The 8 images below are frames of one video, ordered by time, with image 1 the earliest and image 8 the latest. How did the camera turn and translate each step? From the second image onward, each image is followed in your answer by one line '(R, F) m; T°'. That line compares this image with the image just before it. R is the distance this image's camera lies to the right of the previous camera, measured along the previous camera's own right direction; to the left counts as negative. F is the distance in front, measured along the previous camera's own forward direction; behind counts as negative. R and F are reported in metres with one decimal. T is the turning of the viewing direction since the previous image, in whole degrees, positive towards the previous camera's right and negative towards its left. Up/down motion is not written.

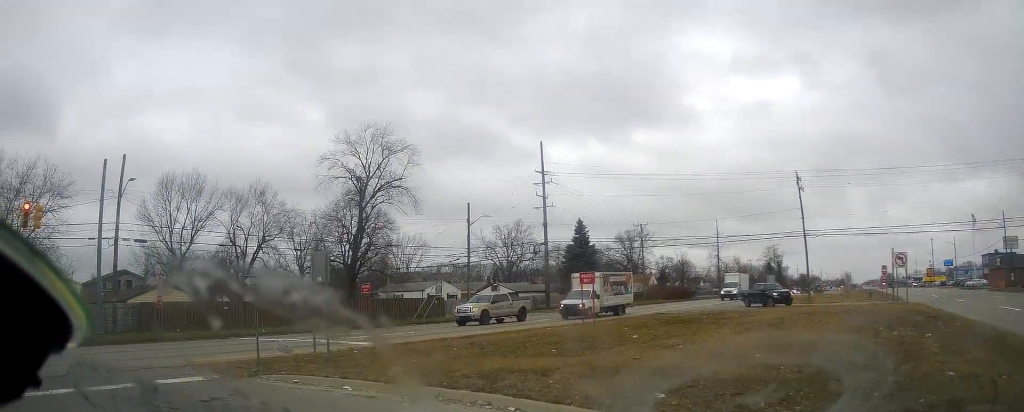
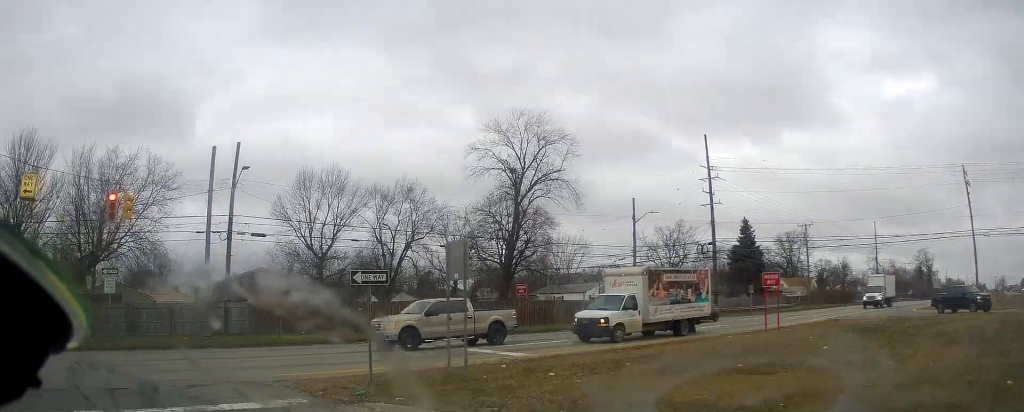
(-0.1, +4.6) m; -12°
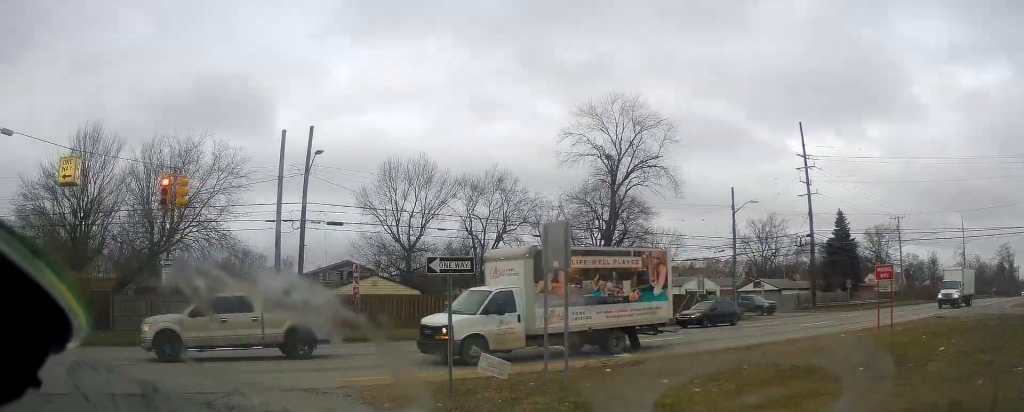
(-0.5, +2.5) m; -12°
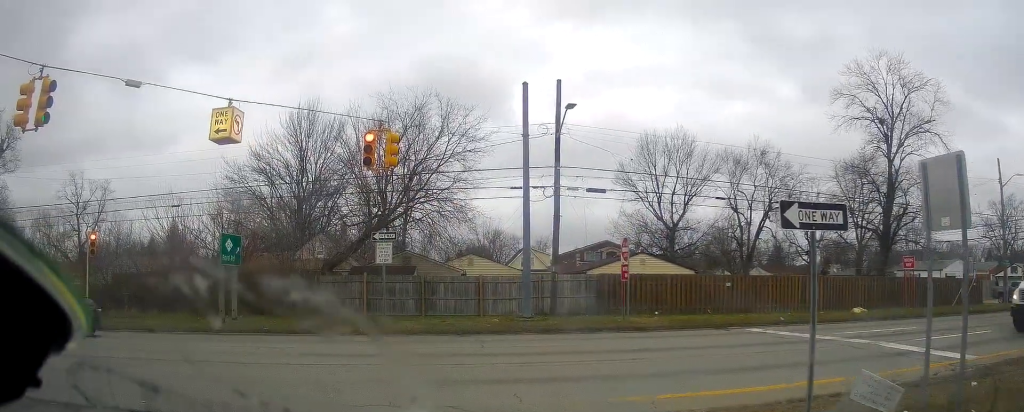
(-2.6, +6.6) m; -49°
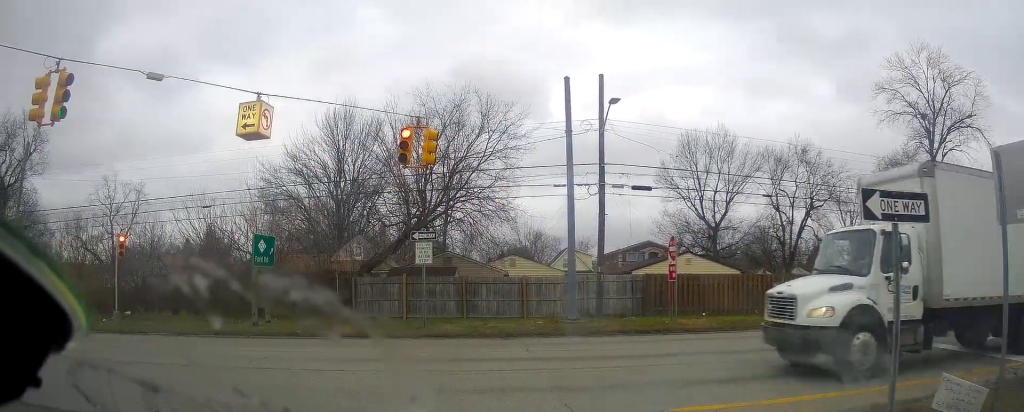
(-0.3, +1.1) m; -17°
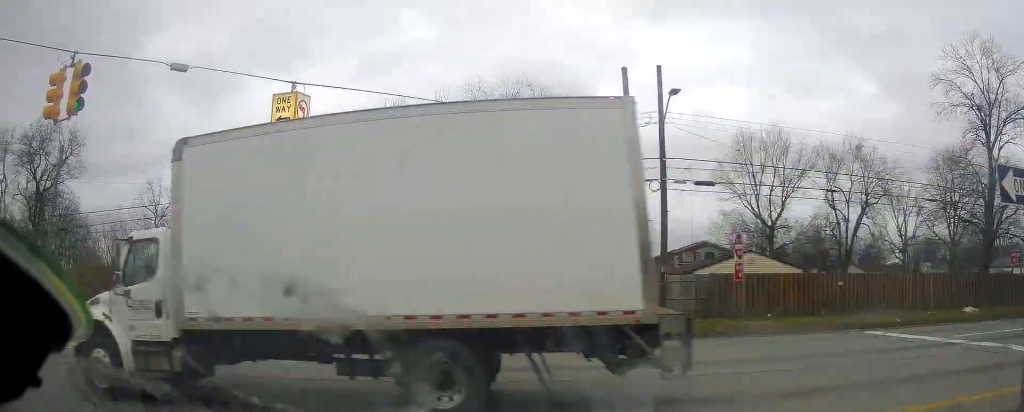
(0.0, +0.8) m; -4°
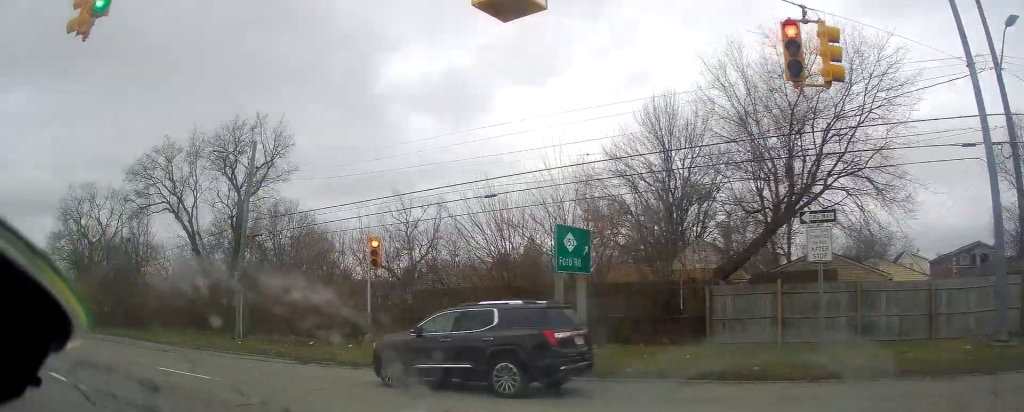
(-0.4, +4.5) m; -10°
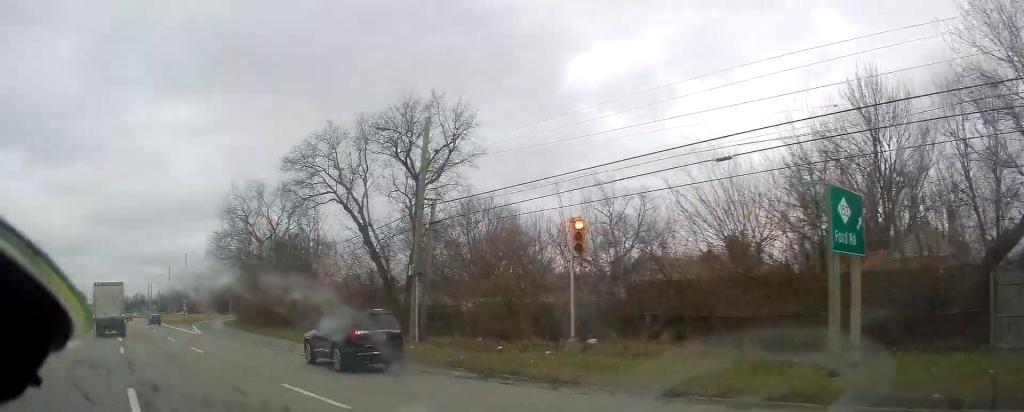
(+0.1, +3.4) m; -10°
